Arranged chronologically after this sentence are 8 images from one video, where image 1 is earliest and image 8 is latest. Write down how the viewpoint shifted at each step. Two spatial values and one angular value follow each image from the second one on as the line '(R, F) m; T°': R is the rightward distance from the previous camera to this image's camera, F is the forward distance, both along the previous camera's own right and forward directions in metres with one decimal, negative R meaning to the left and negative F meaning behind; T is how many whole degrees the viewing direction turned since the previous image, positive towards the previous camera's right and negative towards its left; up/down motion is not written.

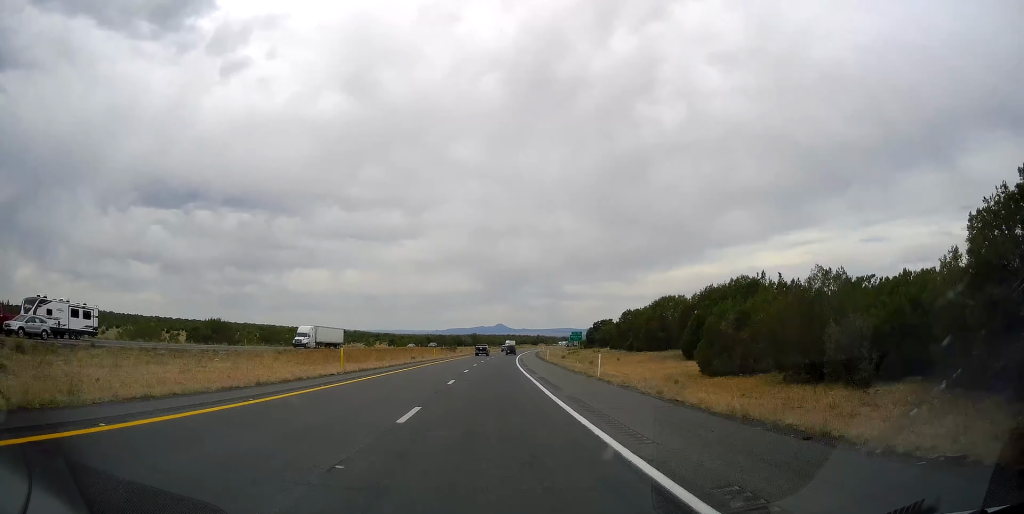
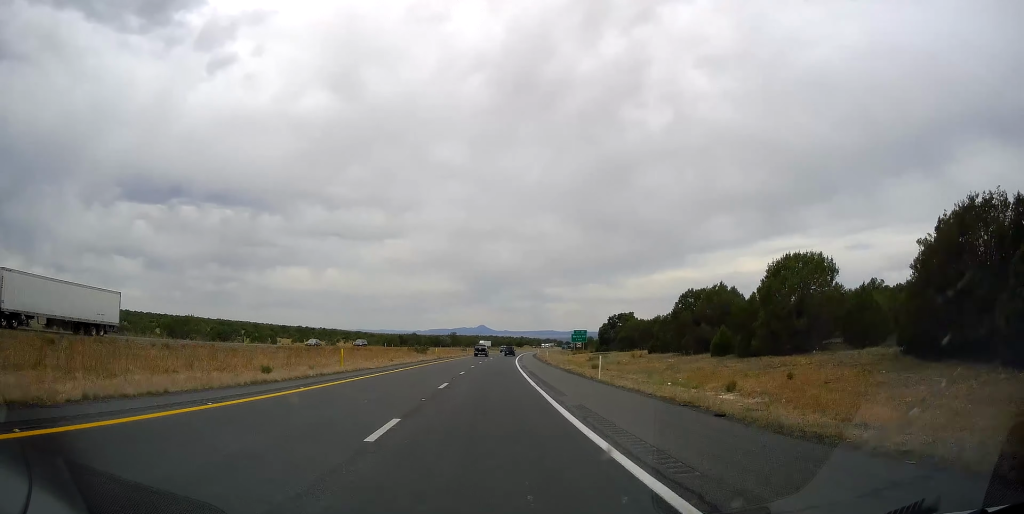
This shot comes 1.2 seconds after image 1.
(+0.4, +39.0) m; +1°
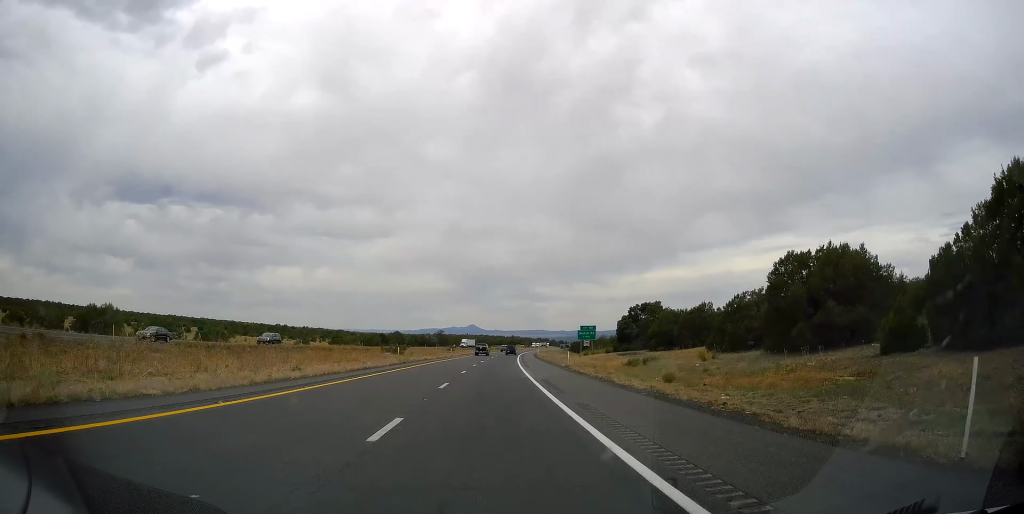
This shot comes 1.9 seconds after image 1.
(+0.1, +24.4) m; +1°
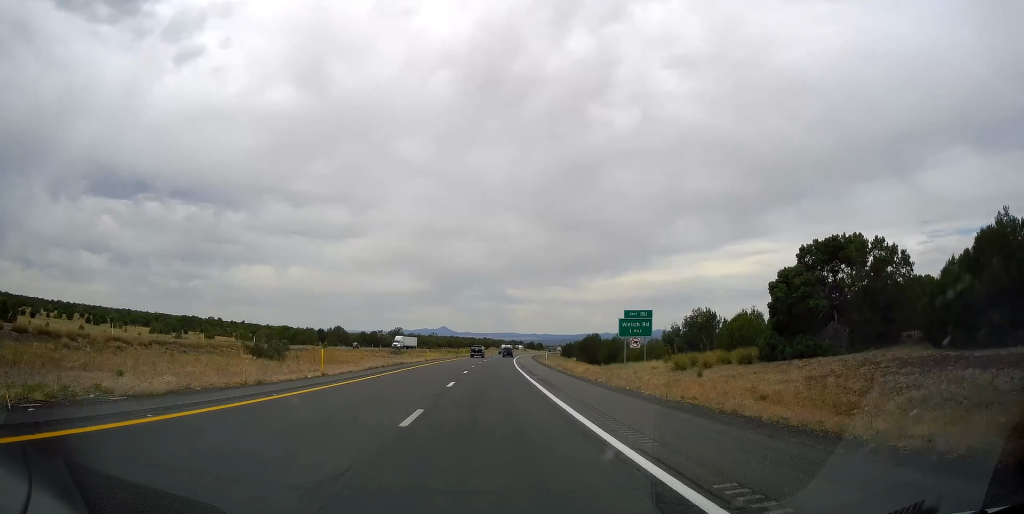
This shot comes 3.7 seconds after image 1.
(+0.8, +58.6) m; +2°
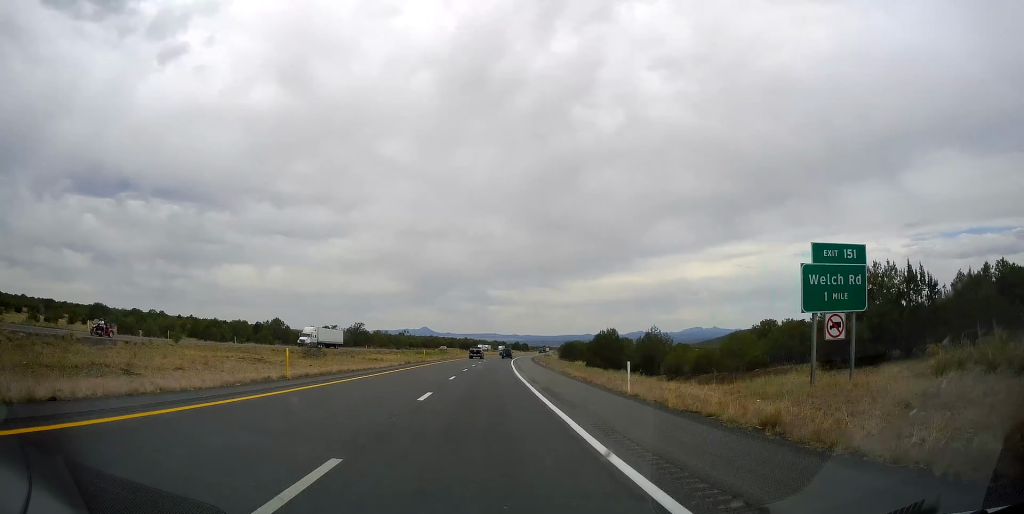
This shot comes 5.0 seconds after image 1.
(+1.4, +43.2) m; +3°
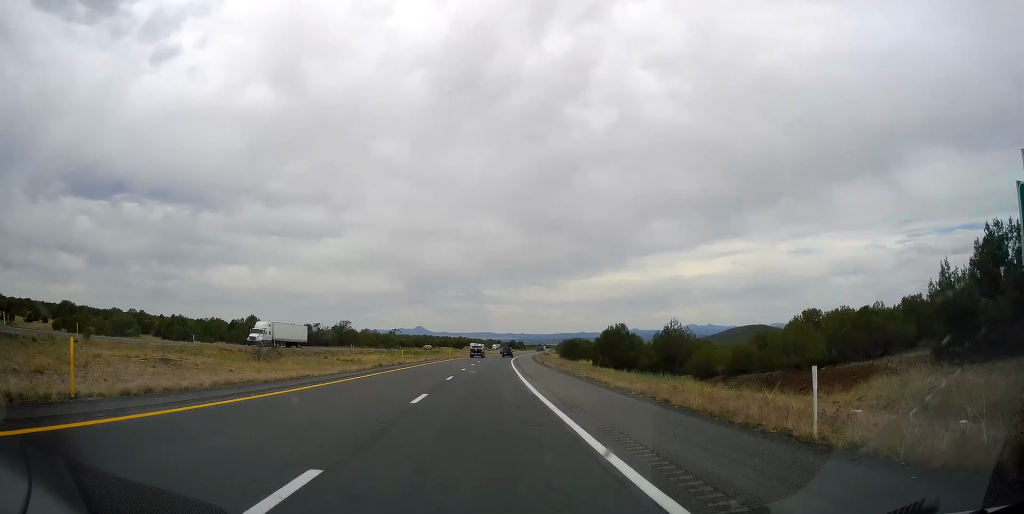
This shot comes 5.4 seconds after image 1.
(+0.4, +13.3) m; 0°
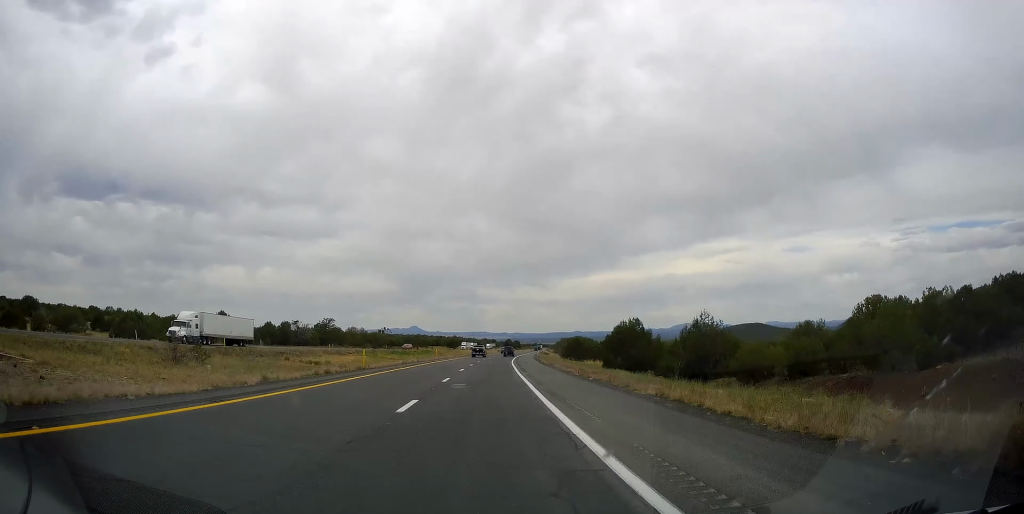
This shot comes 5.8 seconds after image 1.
(0.0, +14.3) m; 0°
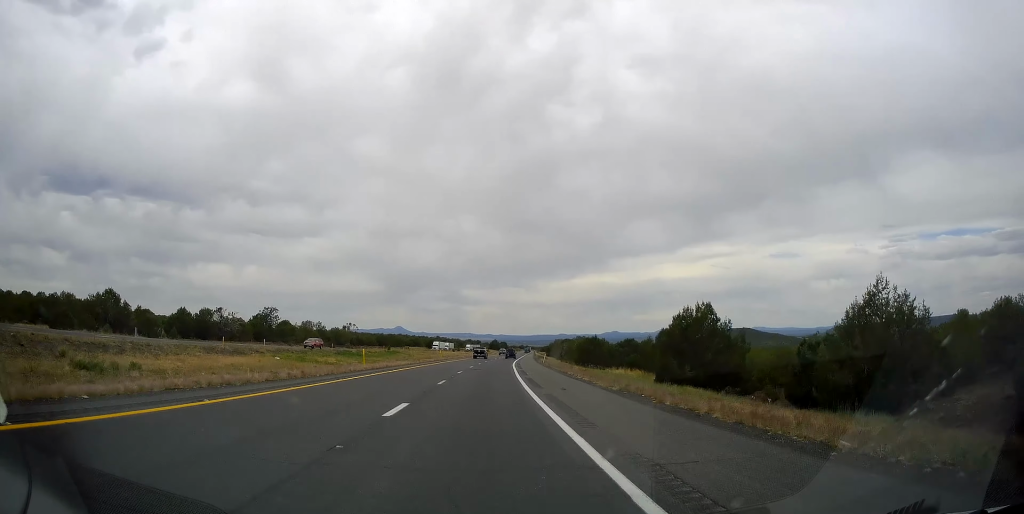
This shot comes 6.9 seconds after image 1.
(+0.1, +37.2) m; +2°
